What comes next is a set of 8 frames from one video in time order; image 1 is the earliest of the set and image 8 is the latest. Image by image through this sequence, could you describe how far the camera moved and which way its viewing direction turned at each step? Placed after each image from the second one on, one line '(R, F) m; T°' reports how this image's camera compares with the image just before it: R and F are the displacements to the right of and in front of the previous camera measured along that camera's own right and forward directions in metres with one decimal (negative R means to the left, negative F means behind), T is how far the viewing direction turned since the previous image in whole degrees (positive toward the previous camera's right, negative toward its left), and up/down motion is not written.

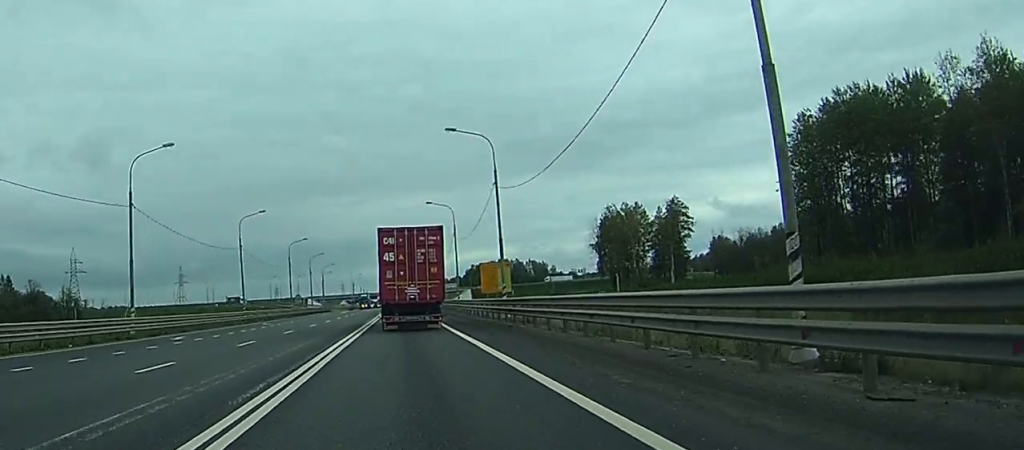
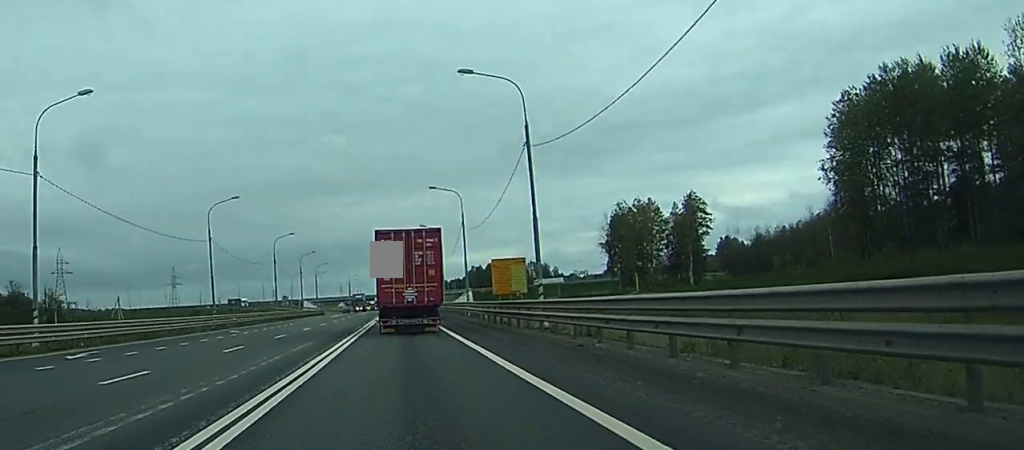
(0.0, +14.1) m; 0°
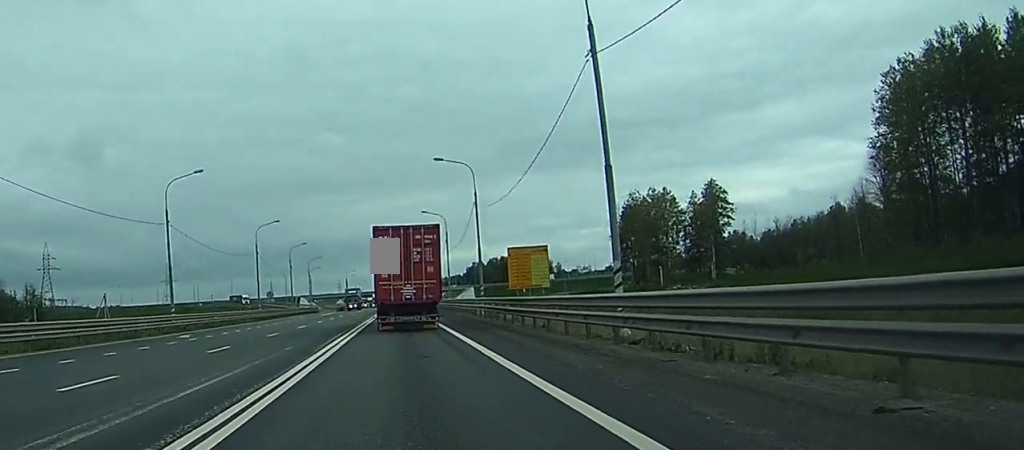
(0.0, +14.0) m; 0°
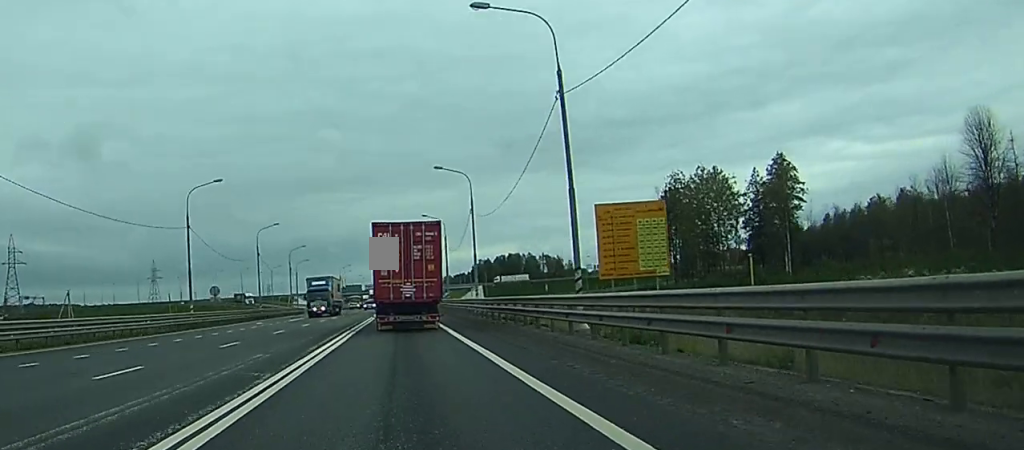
(0.0, +34.0) m; -1°
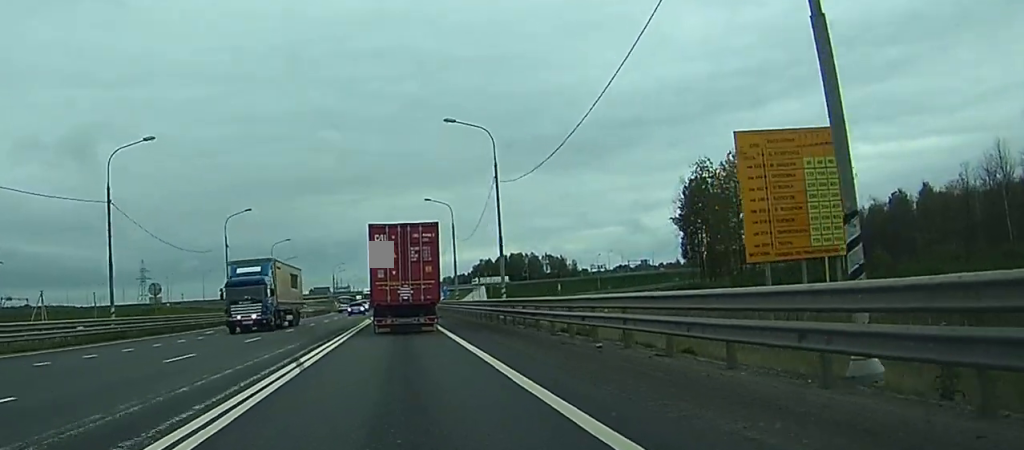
(-0.1, +18.7) m; 0°
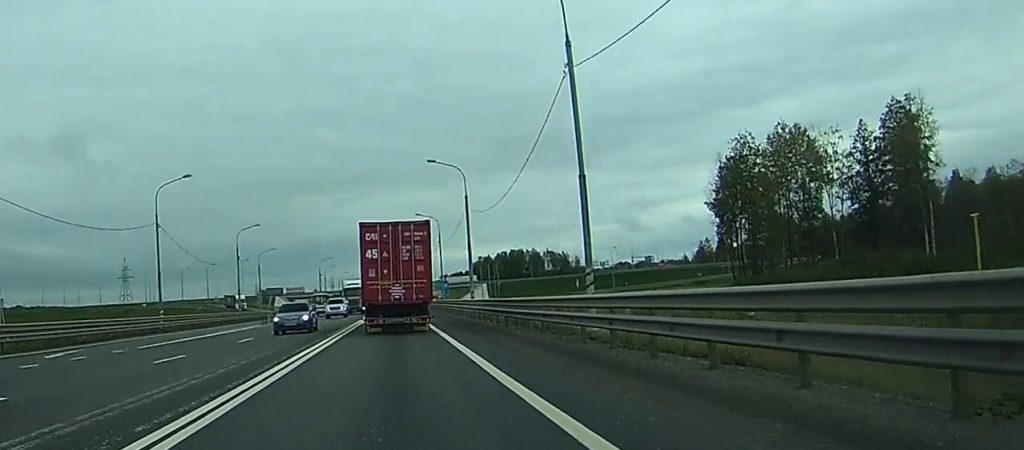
(0.0, +24.1) m; 0°
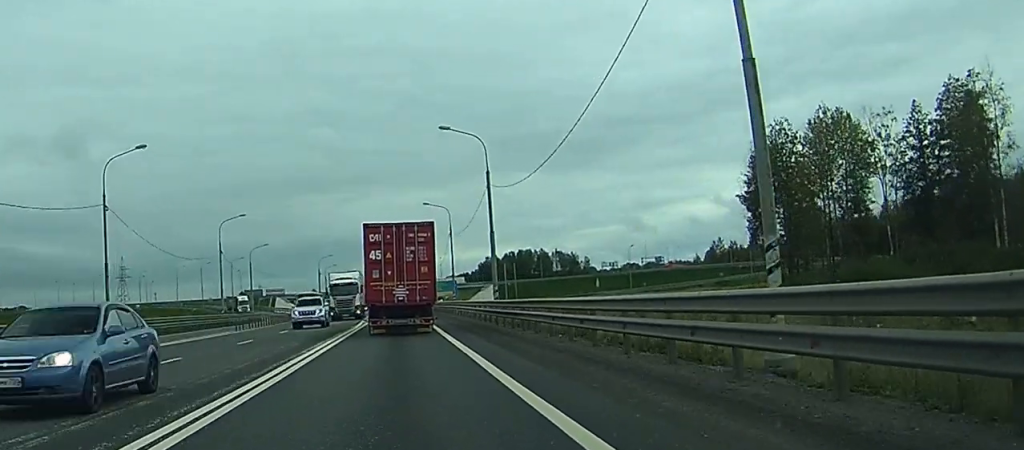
(0.0, +13.1) m; 0°
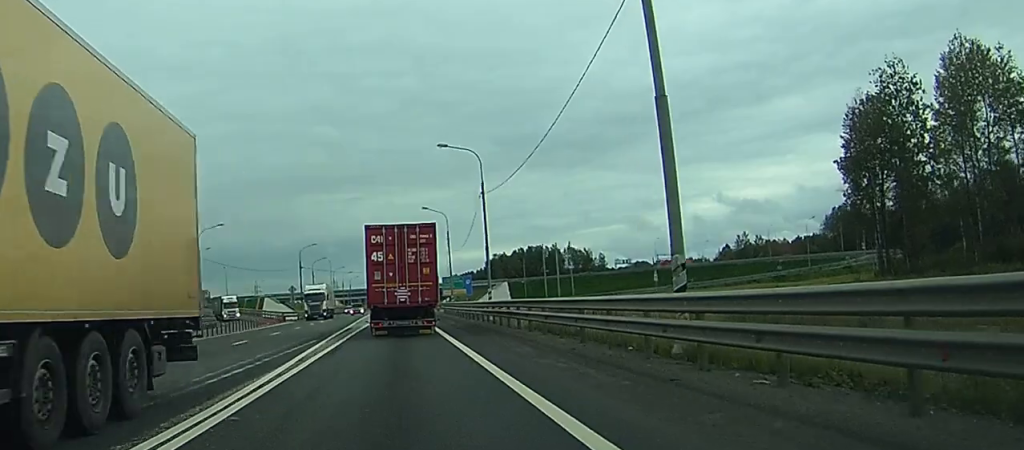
(0.0, +35.0) m; 0°
